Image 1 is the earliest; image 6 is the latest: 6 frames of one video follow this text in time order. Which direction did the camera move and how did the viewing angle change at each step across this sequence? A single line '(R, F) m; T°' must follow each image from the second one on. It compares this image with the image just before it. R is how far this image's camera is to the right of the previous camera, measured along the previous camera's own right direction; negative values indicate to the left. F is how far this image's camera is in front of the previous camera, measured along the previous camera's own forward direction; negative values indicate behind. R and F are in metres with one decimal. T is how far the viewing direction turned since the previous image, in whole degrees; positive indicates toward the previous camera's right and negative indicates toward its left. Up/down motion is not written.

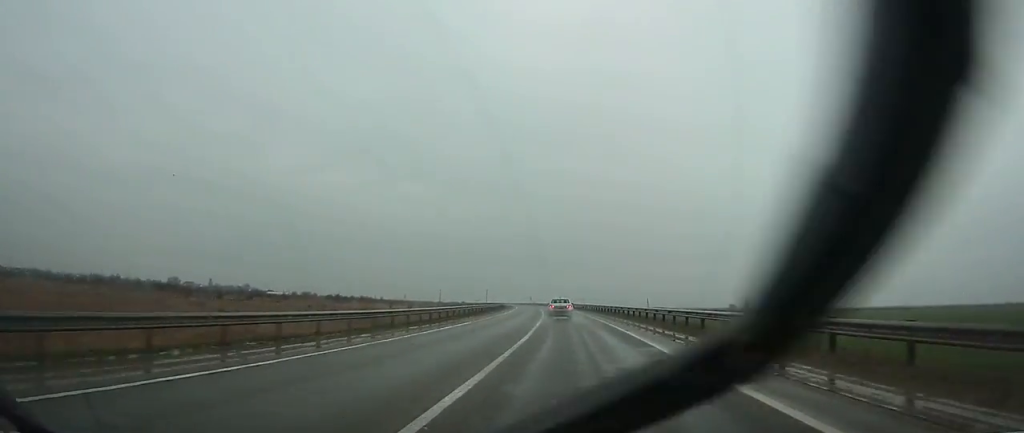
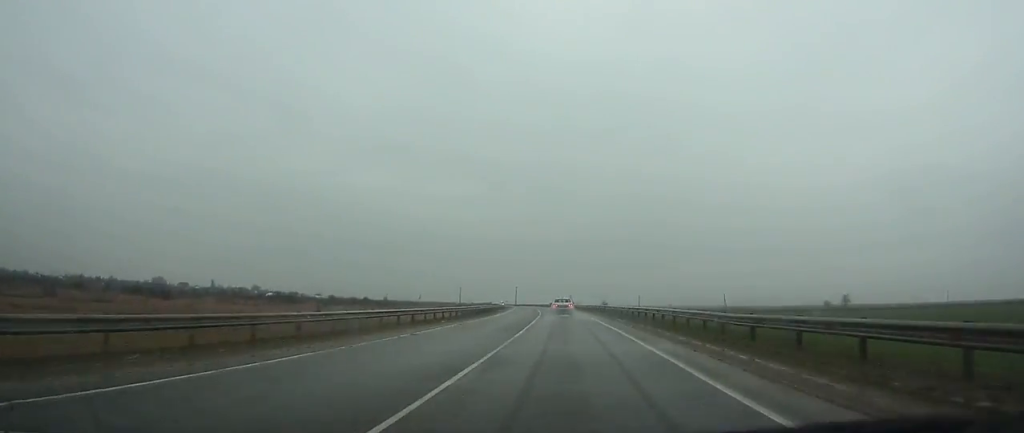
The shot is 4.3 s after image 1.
(-3.6, +95.2) m; -4°
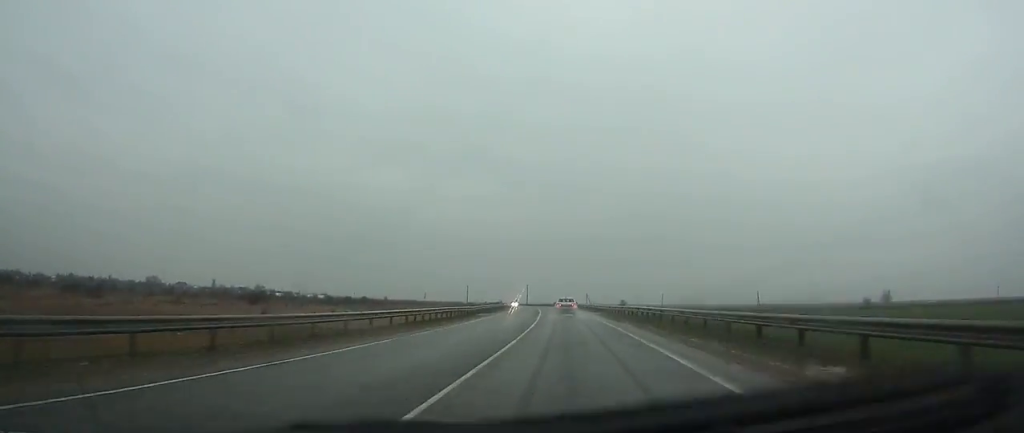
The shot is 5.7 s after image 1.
(-0.2, +29.7) m; -1°
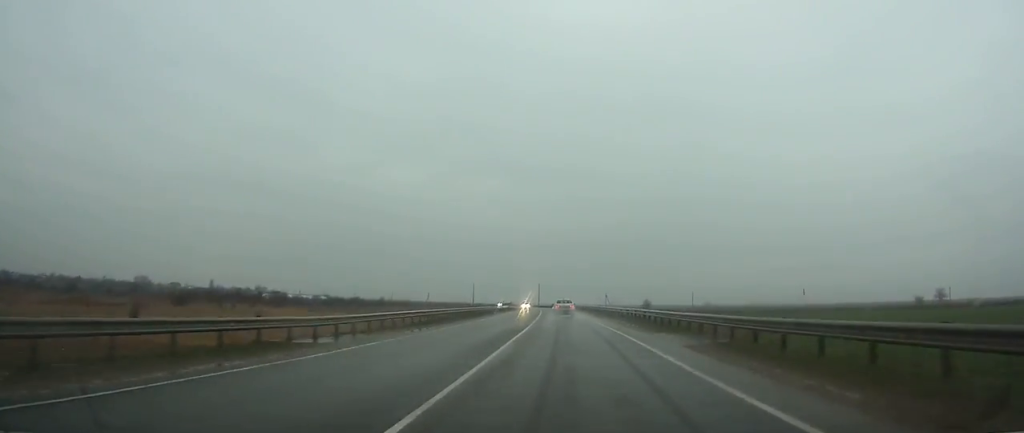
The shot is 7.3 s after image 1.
(-0.5, +36.0) m; -1°
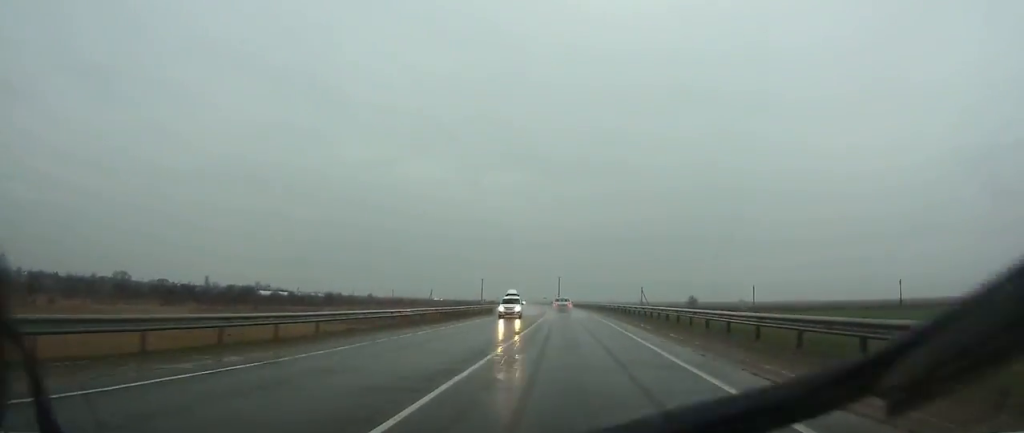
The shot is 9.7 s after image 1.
(-0.9, +54.6) m; -2°
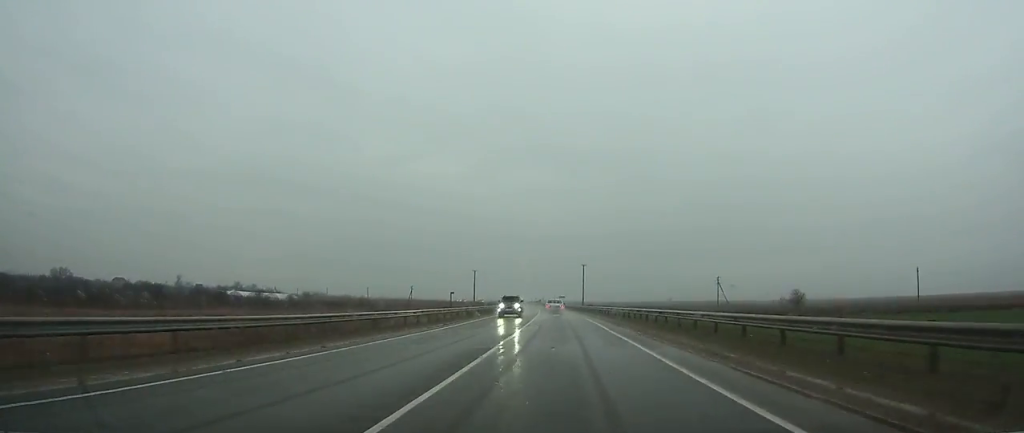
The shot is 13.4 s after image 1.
(-2.5, +86.6) m; -4°
